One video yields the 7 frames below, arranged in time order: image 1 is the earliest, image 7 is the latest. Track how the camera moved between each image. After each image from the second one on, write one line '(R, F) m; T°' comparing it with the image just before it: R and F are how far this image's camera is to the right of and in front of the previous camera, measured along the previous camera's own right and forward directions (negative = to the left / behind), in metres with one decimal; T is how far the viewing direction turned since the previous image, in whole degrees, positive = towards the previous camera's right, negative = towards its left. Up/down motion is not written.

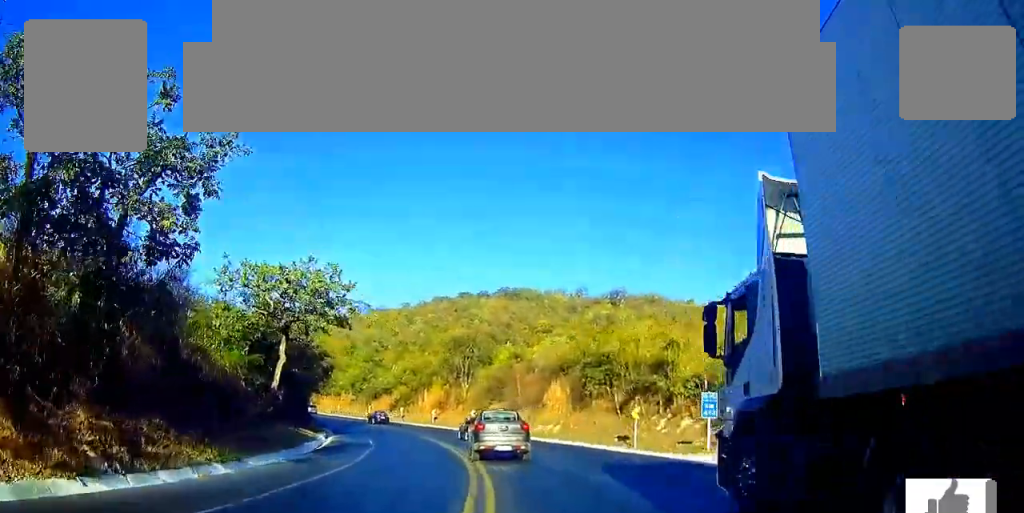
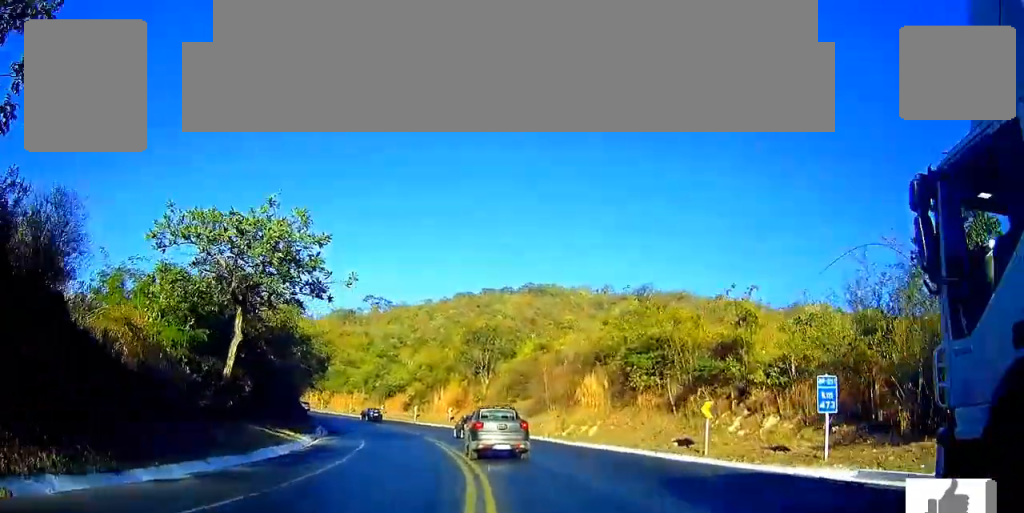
(-0.2, +7.9) m; -2°
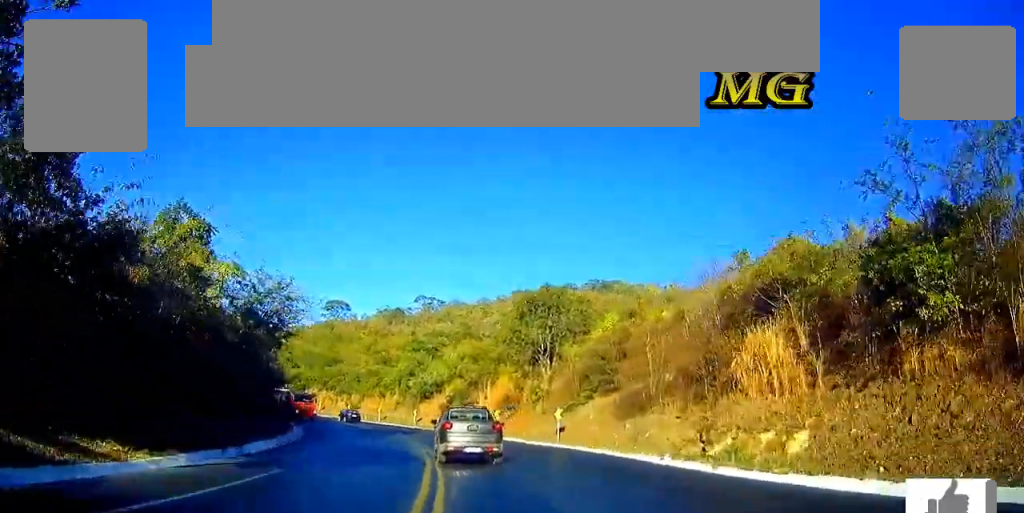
(-0.8, +20.0) m; -6°
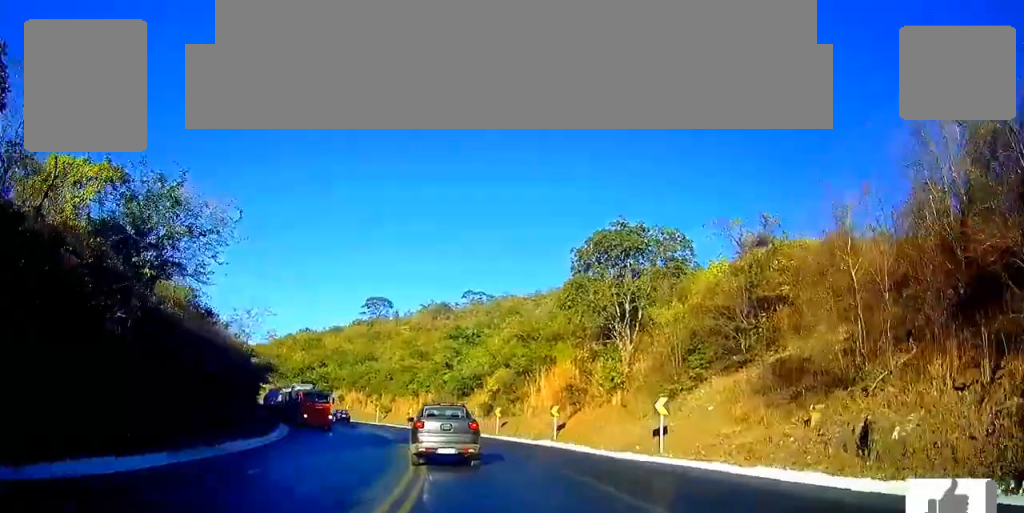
(-0.7, +14.4) m; -5°
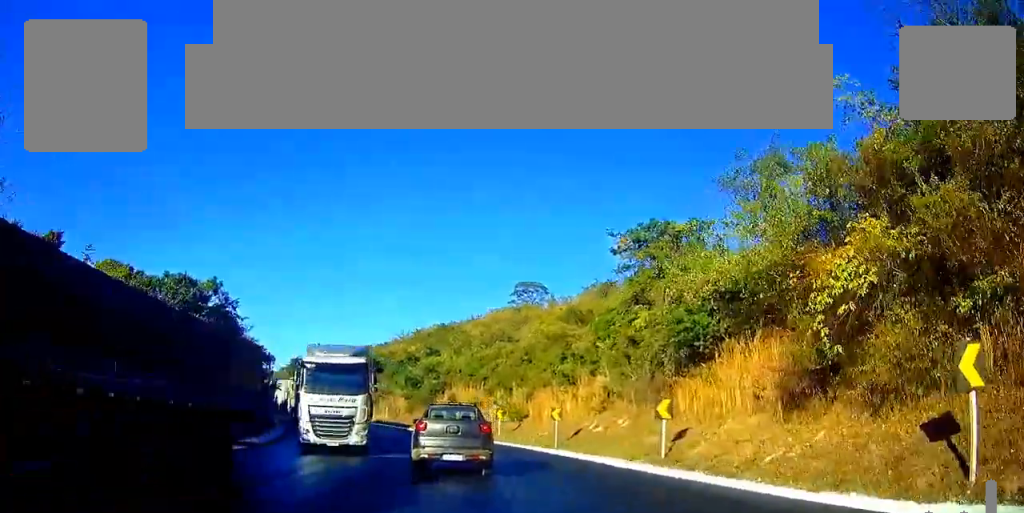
(-4.4, +37.0) m; -14°
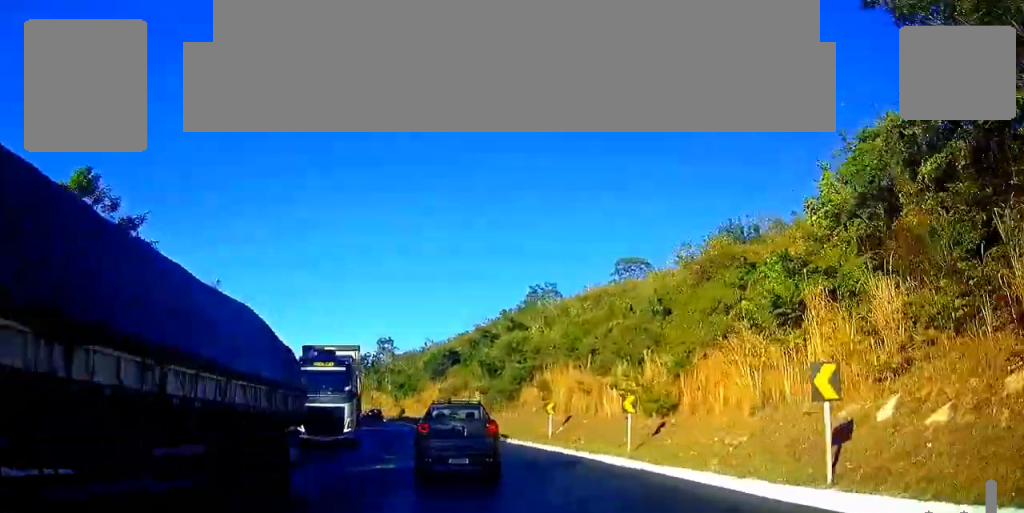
(-1.5, +20.4) m; -9°
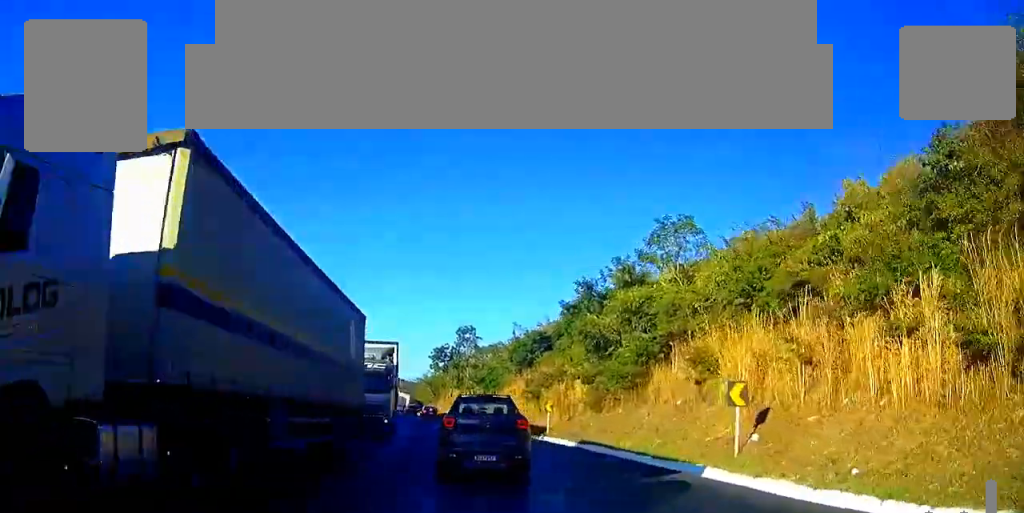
(-1.0, +17.2) m; -6°
